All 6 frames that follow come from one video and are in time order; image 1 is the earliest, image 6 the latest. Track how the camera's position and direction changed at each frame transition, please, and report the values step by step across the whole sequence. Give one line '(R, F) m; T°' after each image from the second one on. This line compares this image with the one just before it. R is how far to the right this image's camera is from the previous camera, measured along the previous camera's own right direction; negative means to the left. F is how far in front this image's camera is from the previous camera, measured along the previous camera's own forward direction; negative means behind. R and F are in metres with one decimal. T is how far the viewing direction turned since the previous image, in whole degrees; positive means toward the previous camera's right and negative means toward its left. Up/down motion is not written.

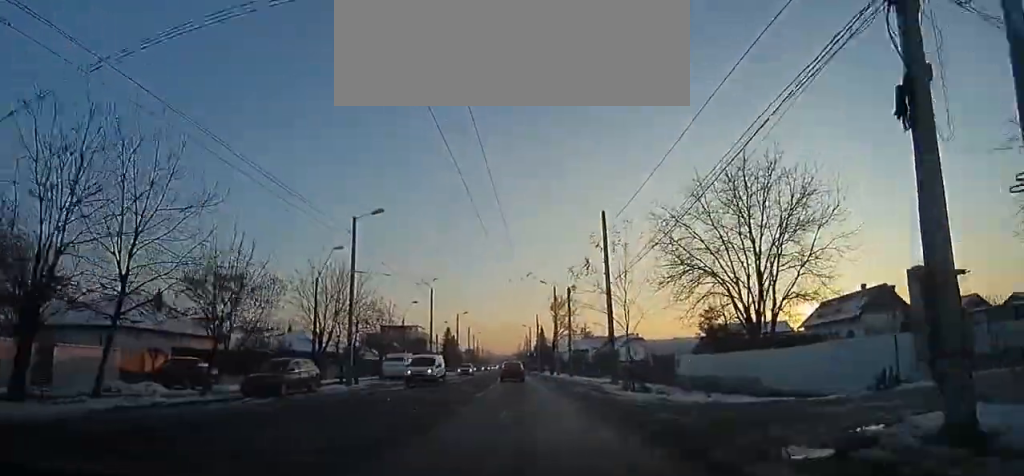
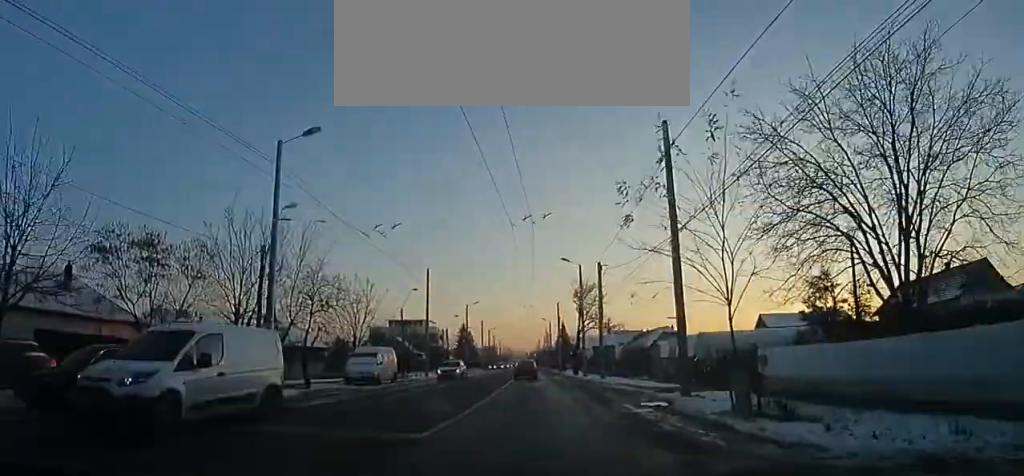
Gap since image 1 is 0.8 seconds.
(-0.4, +11.1) m; -2°
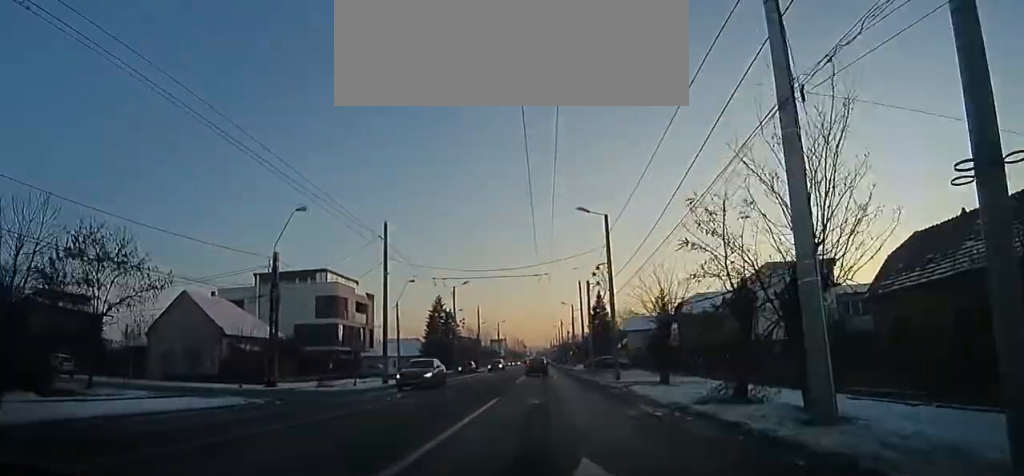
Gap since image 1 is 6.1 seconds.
(-4.9, +69.8) m; -6°
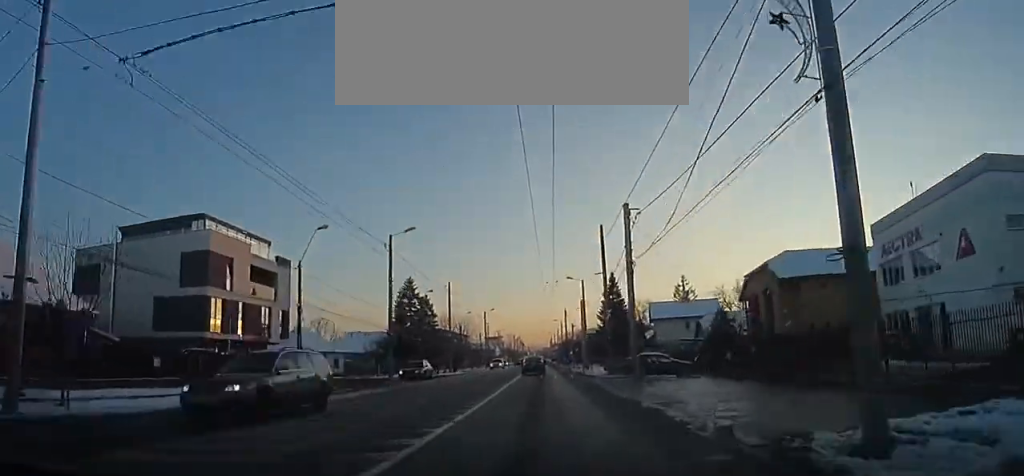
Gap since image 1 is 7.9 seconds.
(-0.5, +23.5) m; 0°
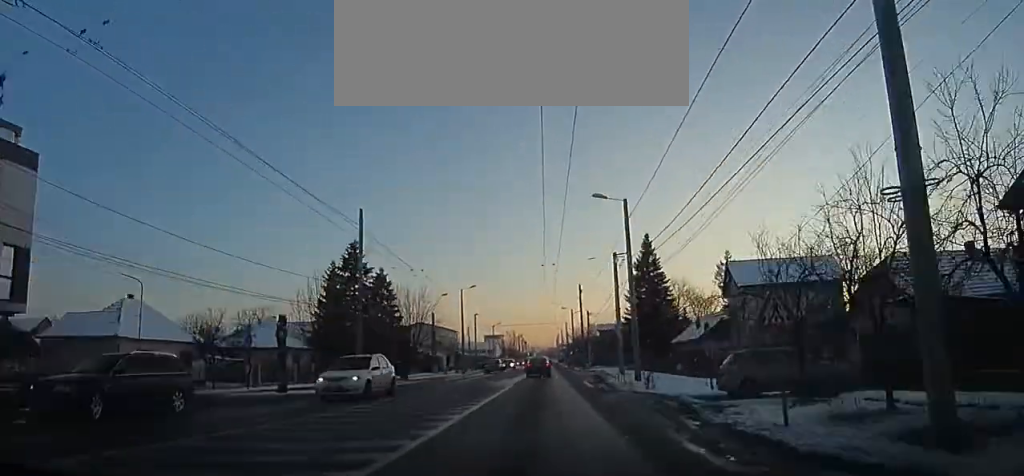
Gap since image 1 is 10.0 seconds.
(+0.6, +28.2) m; +2°
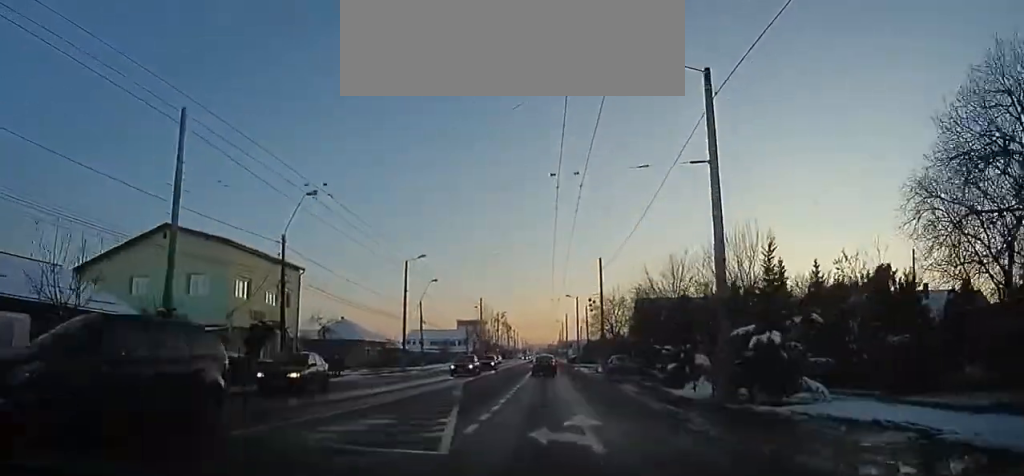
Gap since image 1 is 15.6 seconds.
(-1.2, +74.6) m; -2°
